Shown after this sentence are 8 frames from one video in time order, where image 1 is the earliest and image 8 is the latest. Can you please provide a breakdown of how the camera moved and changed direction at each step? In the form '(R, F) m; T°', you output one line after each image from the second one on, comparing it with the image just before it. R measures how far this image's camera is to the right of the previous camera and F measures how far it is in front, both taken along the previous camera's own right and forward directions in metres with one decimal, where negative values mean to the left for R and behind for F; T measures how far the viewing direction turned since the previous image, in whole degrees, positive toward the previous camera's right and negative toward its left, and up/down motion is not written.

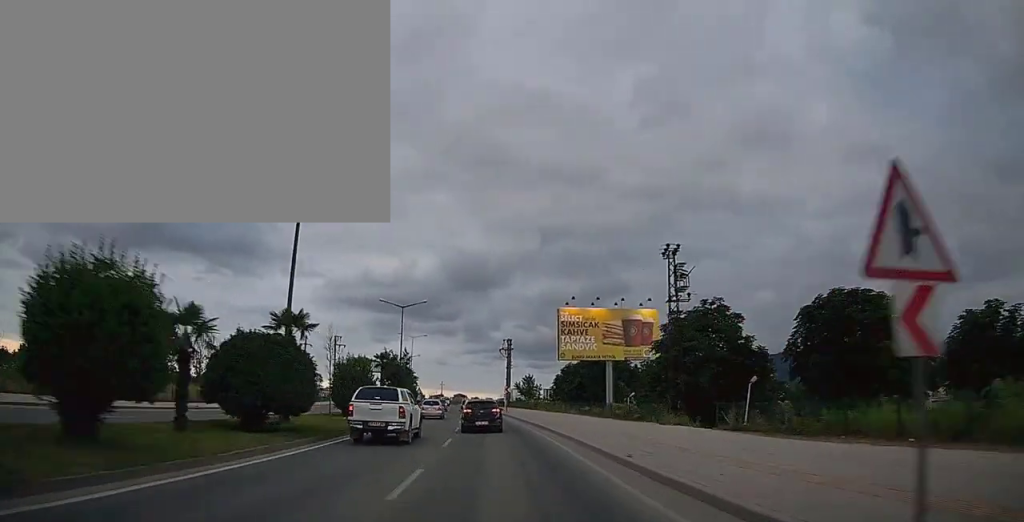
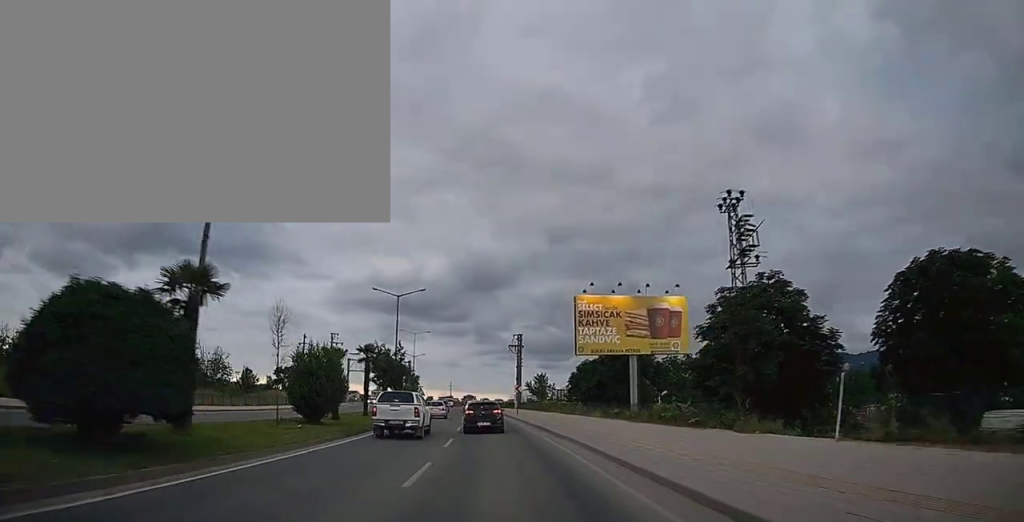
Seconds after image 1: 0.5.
(0.0, +8.0) m; -1°
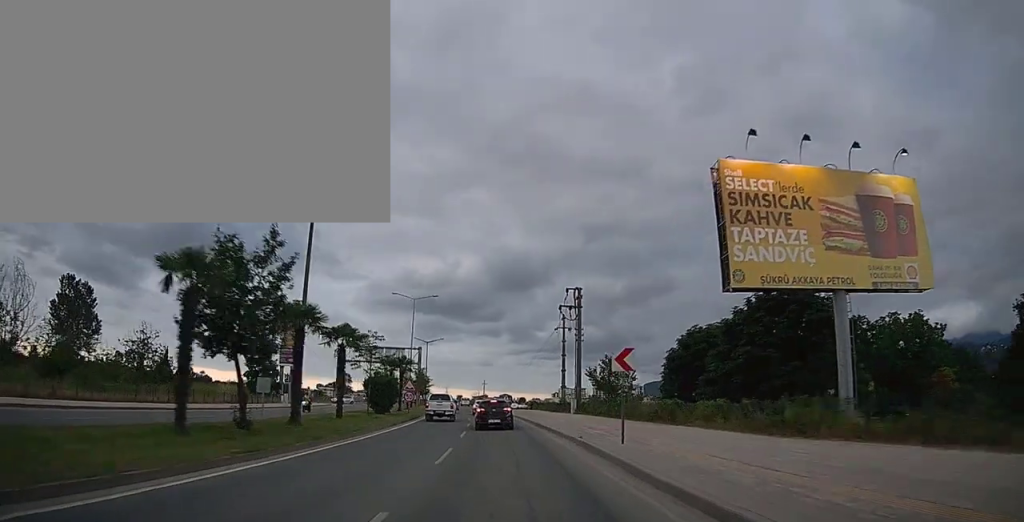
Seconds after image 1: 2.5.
(-0.8, +33.3) m; -3°
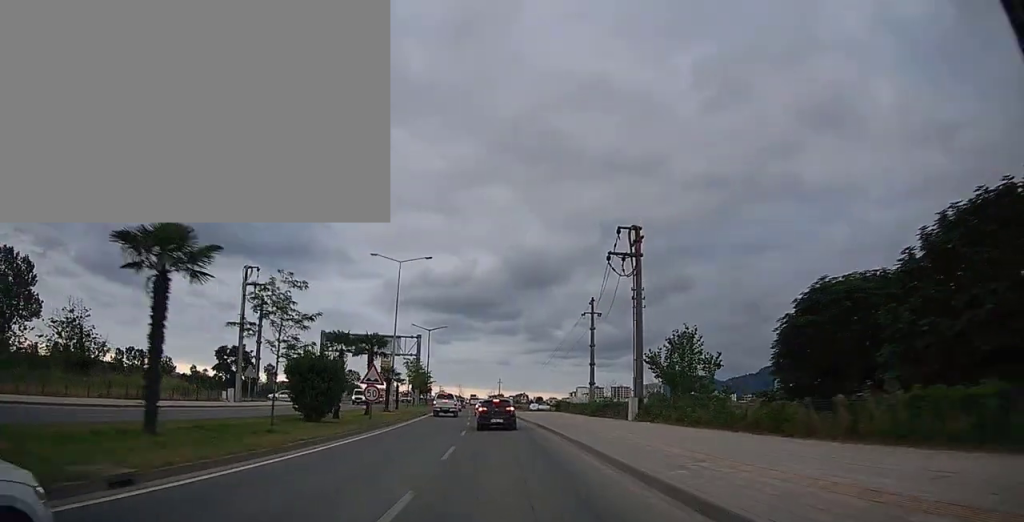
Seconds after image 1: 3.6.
(-0.3, +17.5) m; -1°
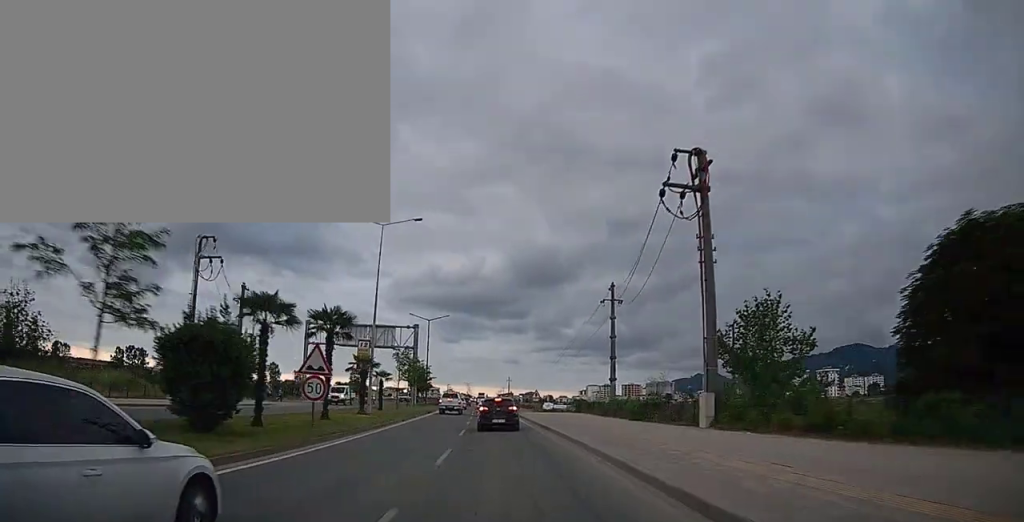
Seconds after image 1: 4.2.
(-0.1, +10.3) m; -1°
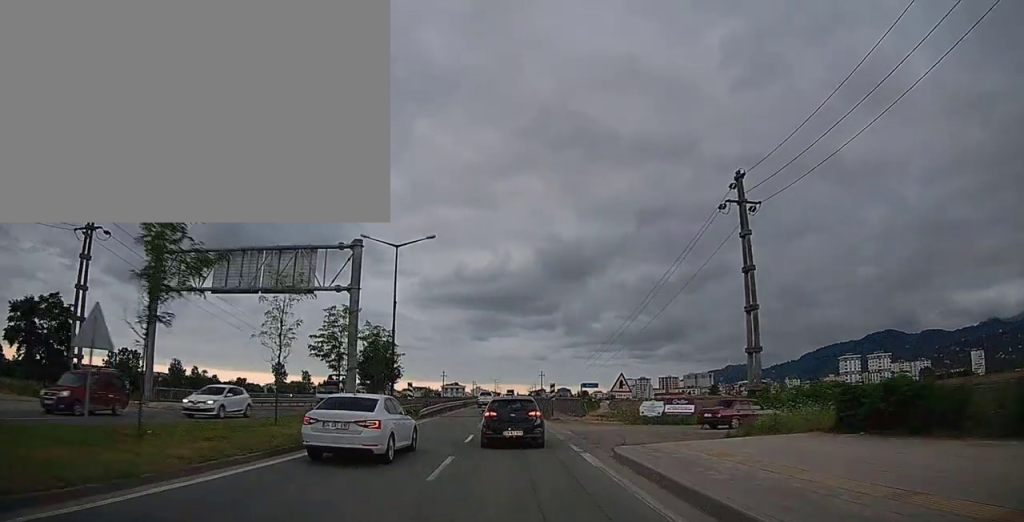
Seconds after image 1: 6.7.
(-1.2, +39.0) m; -4°
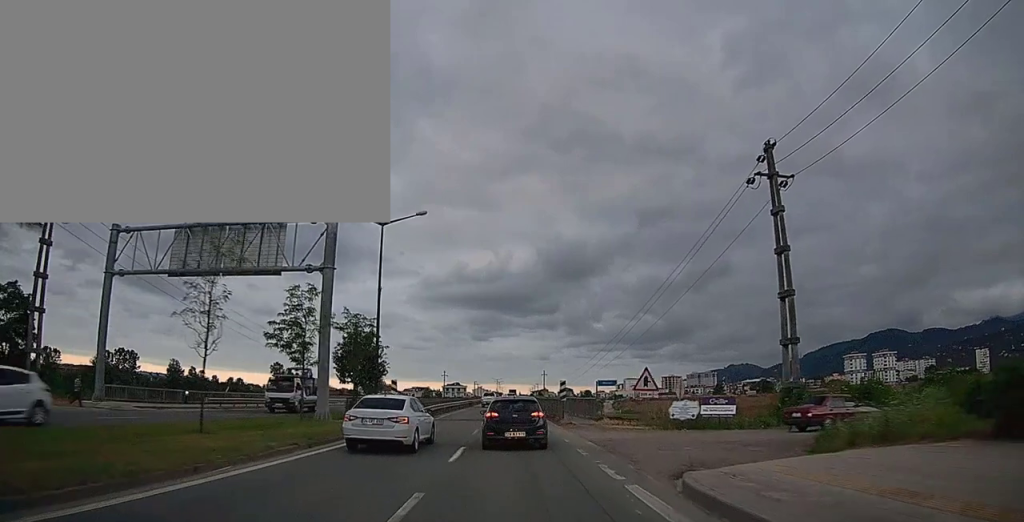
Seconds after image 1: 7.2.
(-0.2, +6.0) m; 0°
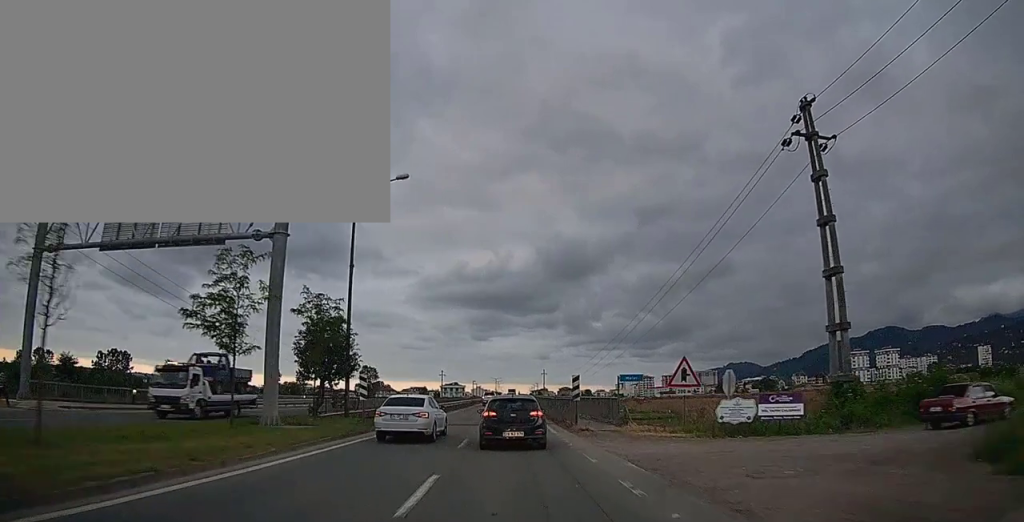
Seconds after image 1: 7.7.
(-0.1, +6.3) m; 0°
